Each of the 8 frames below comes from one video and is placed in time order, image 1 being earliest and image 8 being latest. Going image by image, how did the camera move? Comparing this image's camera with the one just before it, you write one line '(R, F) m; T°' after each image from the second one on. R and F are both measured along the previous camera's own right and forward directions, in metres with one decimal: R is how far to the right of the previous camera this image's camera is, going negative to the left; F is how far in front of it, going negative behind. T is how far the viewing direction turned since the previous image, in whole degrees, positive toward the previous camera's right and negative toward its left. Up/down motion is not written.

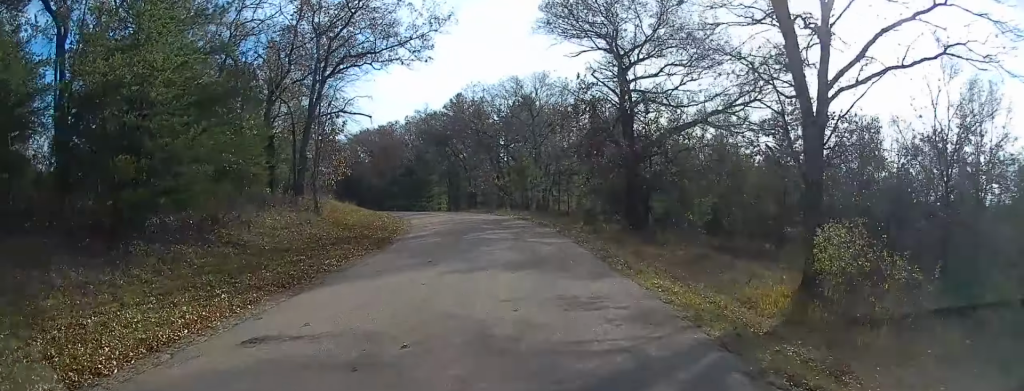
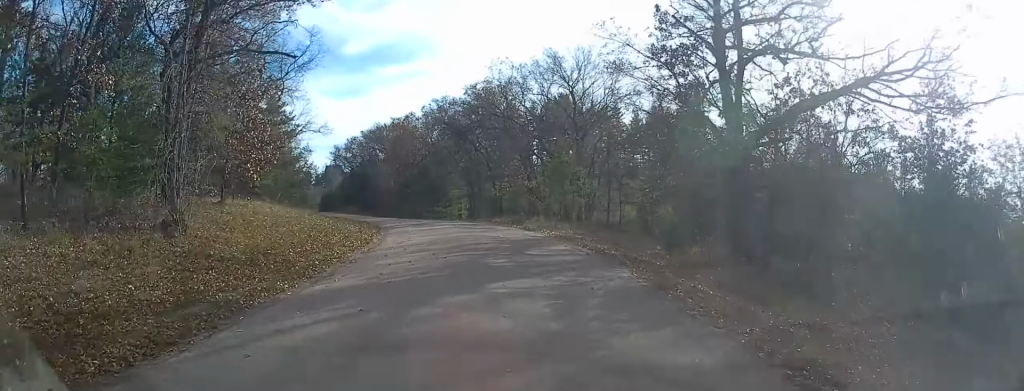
(+0.1, +16.5) m; -4°
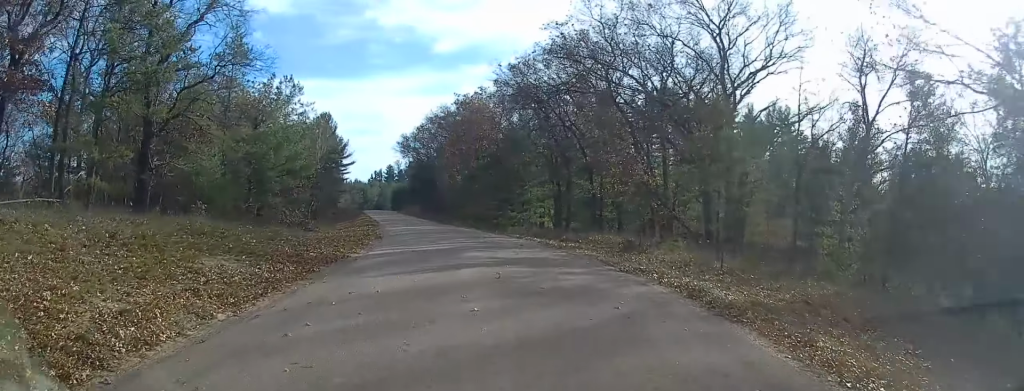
(-1.7, +22.7) m; -6°
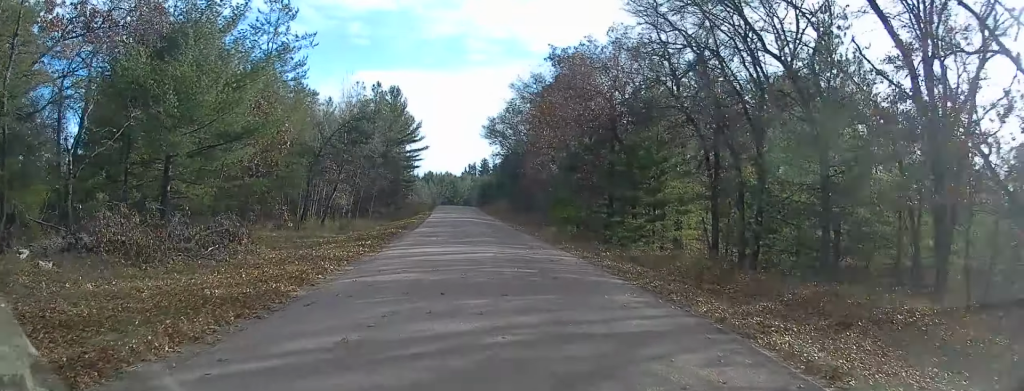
(-1.0, +23.0) m; -7°
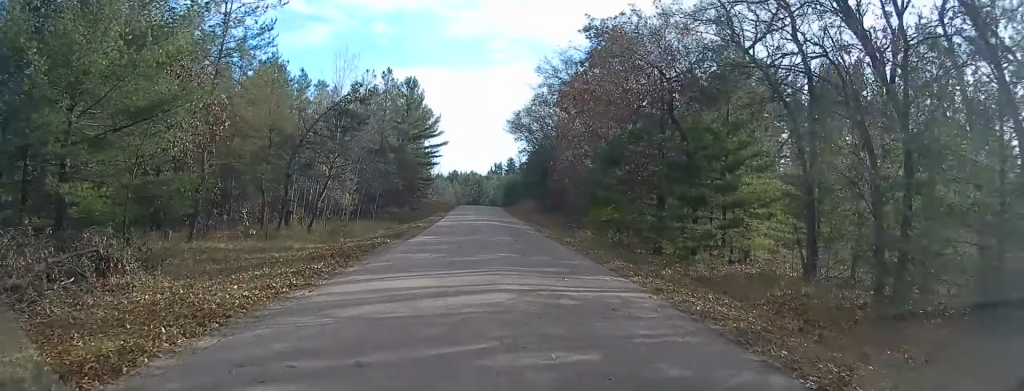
(-0.1, +8.4) m; -4°
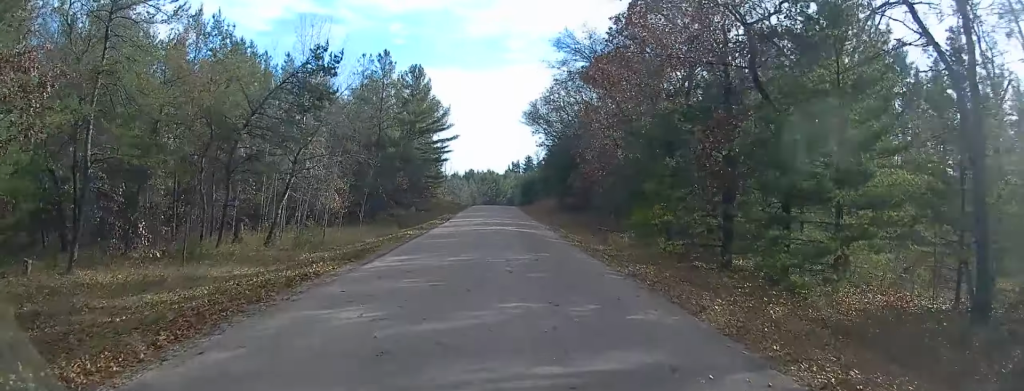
(-0.5, +9.2) m; -2°
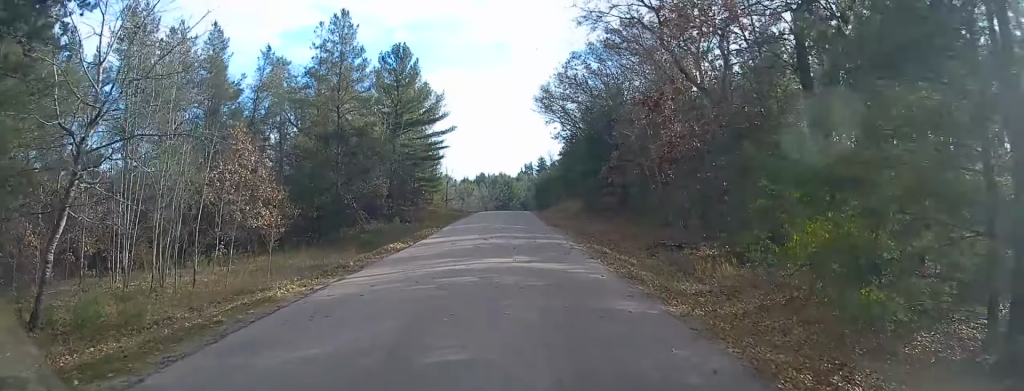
(-0.5, +16.7) m; -2°
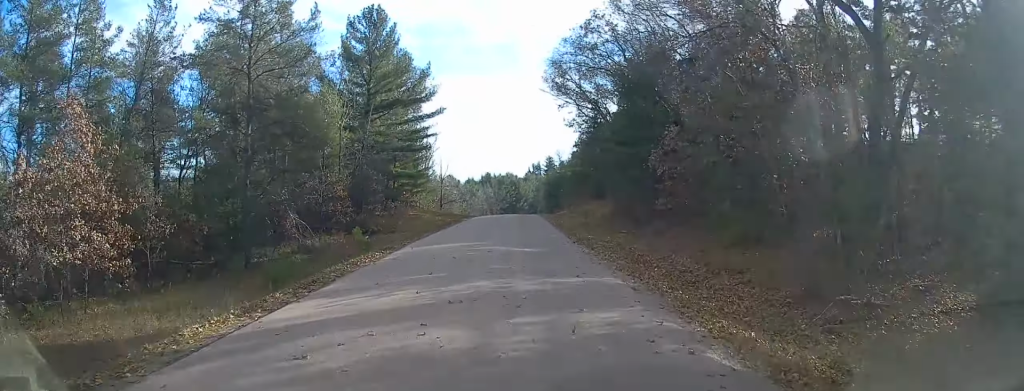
(-0.1, +16.0) m; 0°
